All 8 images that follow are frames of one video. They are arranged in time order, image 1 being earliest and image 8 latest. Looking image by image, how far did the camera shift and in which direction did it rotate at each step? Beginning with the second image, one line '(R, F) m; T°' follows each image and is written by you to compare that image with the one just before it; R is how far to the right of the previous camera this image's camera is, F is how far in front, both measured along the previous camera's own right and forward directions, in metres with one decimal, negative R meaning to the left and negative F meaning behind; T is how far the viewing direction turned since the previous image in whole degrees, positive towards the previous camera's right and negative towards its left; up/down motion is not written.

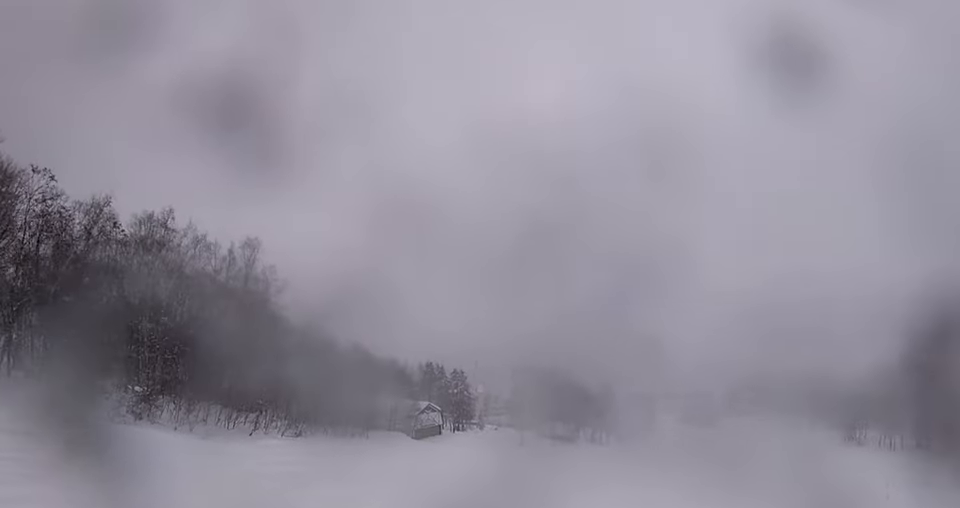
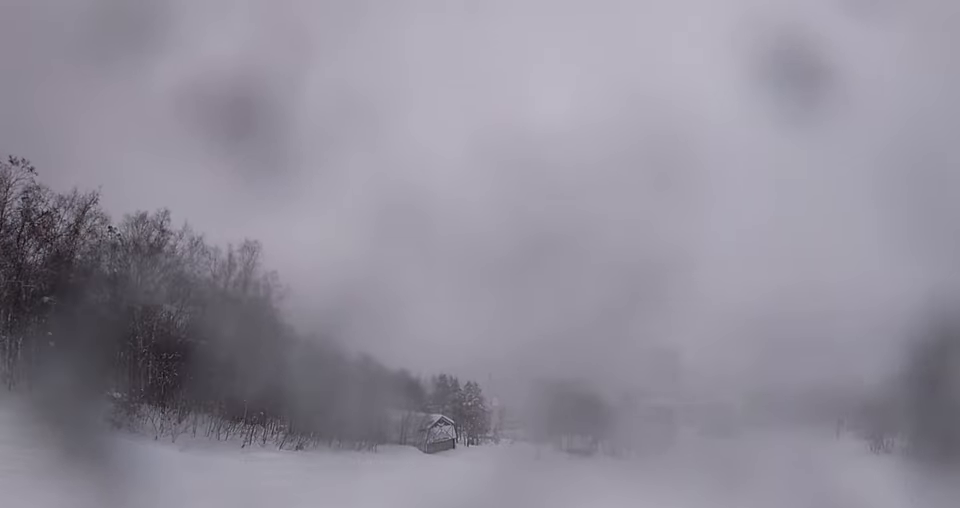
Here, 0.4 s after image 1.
(0.0, +3.6) m; -3°
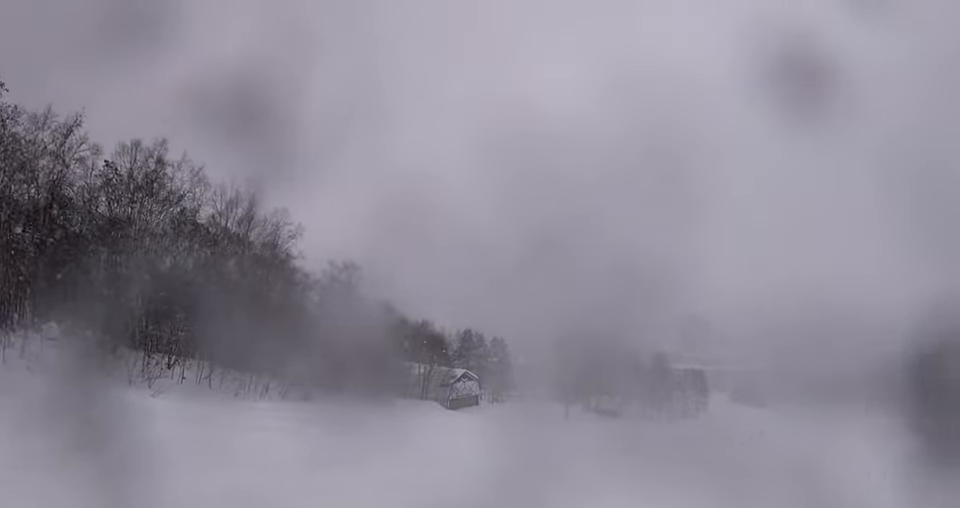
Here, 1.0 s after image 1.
(+0.2, +5.1) m; -5°
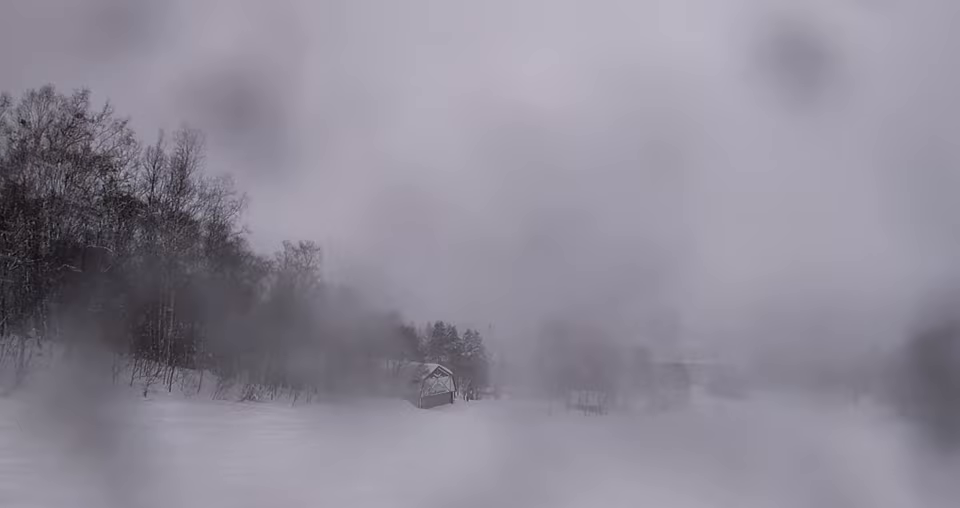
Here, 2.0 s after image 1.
(-1.1, +7.6) m; +4°
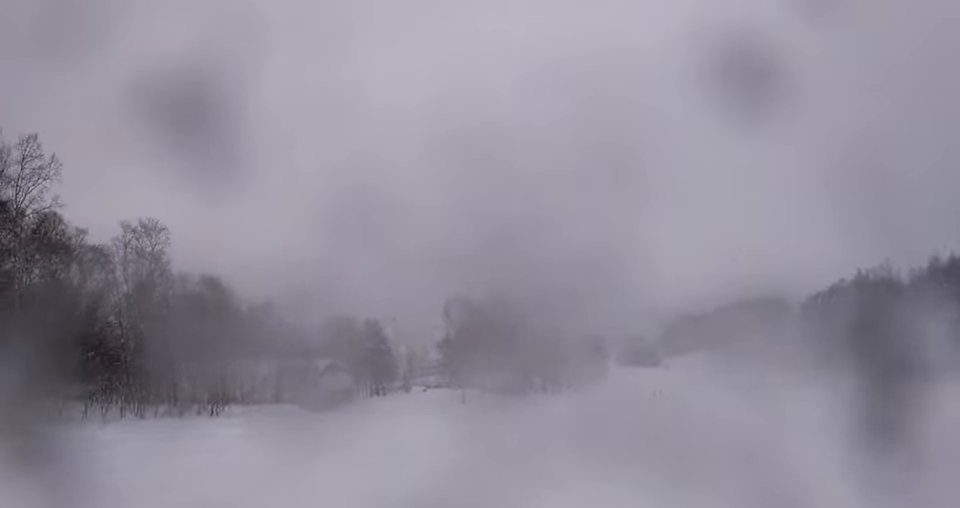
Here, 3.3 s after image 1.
(+2.1, +9.2) m; +10°
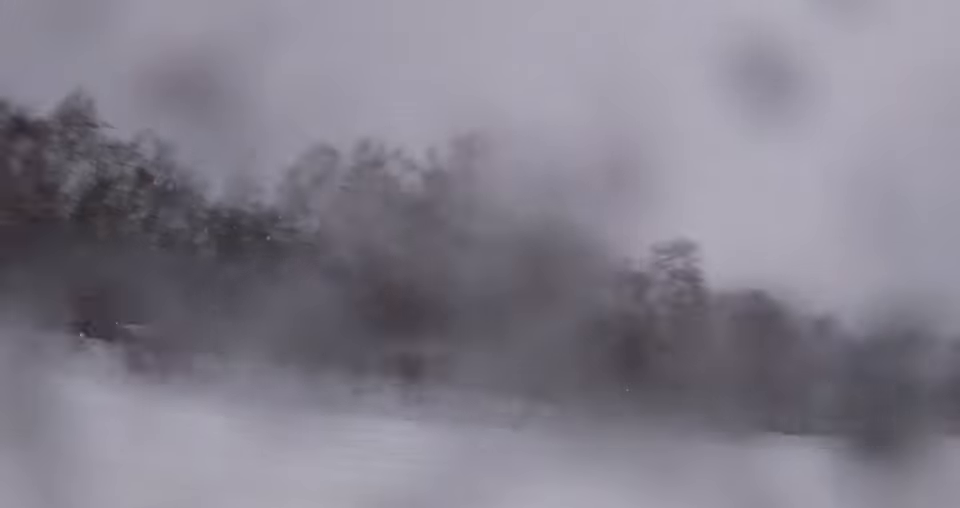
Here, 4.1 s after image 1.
(+0.3, +5.9) m; -20°
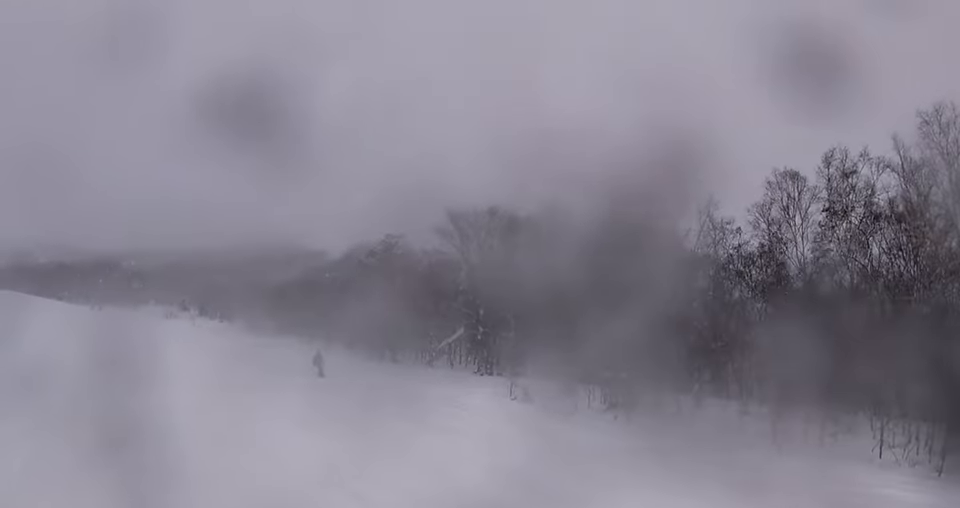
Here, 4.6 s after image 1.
(-1.3, +2.7) m; -7°
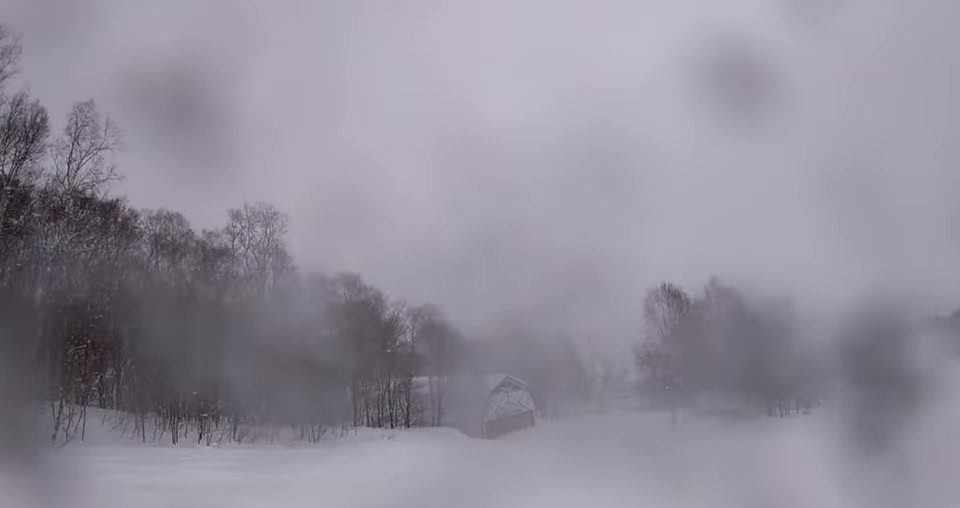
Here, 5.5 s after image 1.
(-0.7, +5.3) m; 0°
